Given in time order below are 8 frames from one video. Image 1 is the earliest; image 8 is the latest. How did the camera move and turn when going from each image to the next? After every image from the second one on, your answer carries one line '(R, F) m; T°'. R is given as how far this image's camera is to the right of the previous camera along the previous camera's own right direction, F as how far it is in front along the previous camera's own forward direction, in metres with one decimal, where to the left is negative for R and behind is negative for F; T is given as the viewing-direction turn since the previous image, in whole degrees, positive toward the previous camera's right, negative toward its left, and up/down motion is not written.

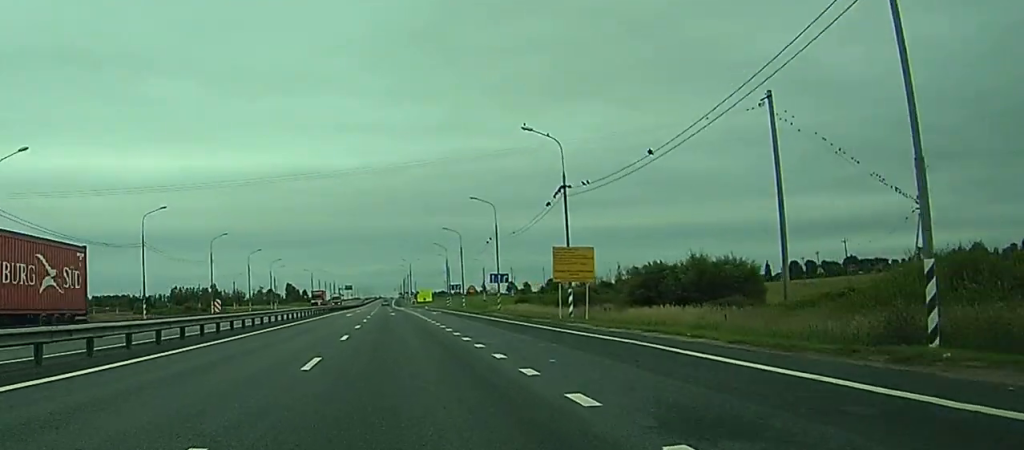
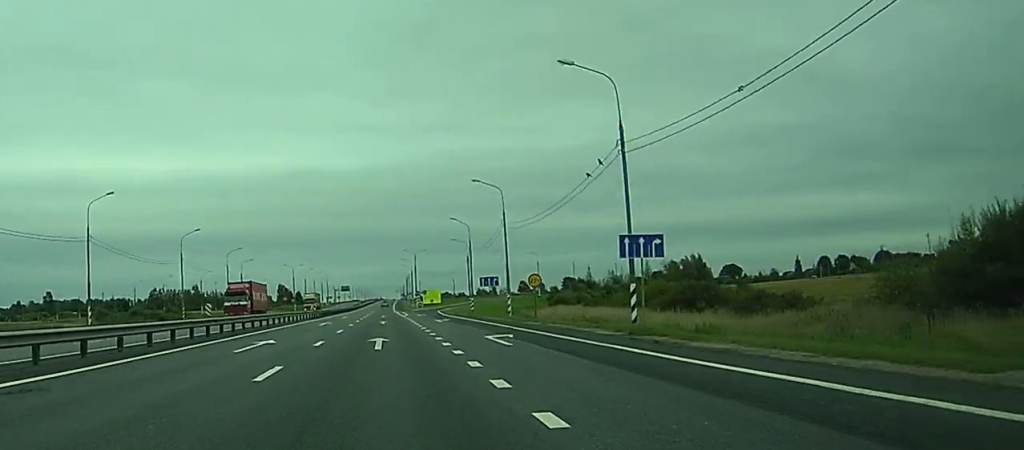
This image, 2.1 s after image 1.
(+0.6, +51.3) m; +1°
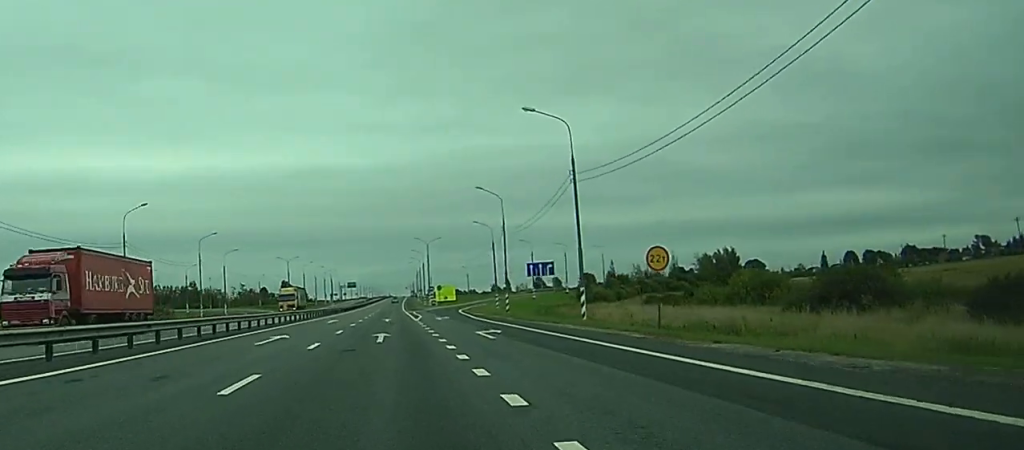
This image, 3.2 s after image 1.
(+0.1, +26.9) m; 0°
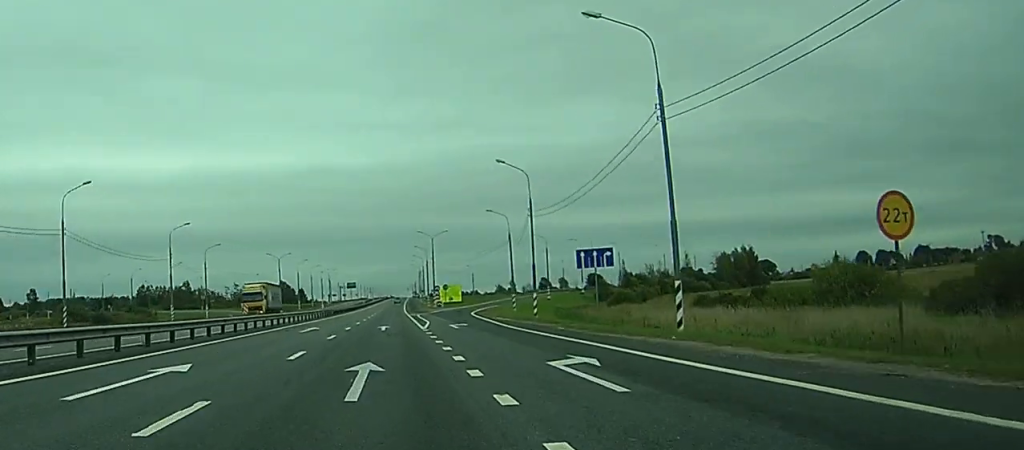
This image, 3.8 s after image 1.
(0.0, +16.2) m; 0°
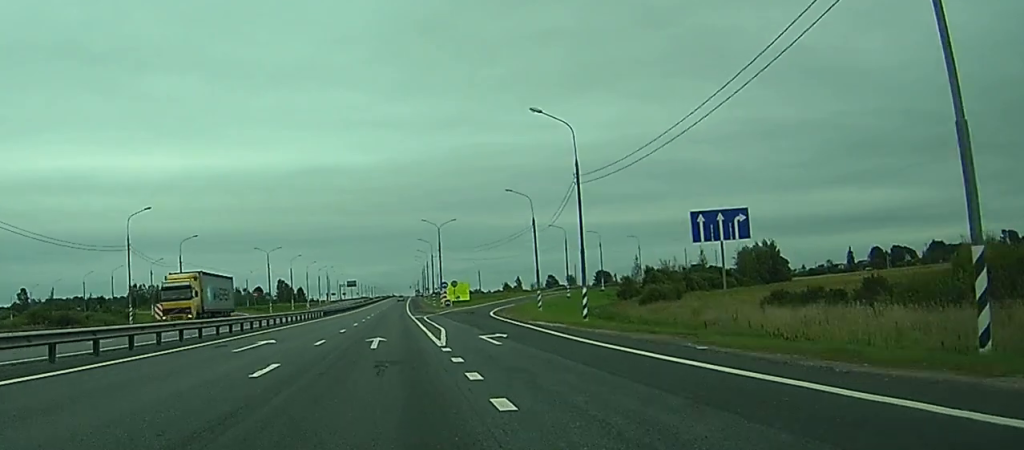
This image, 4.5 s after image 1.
(-0.2, +16.8) m; 0°
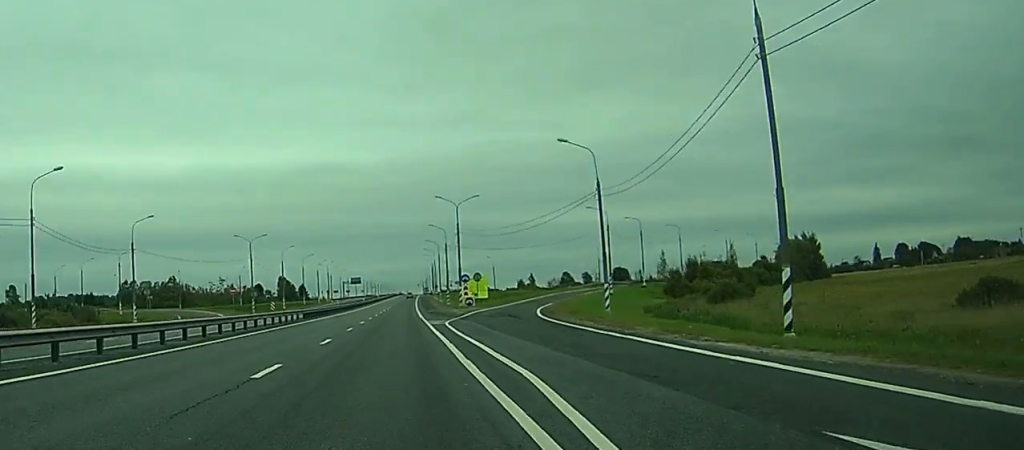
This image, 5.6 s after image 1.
(0.0, +24.7) m; 0°
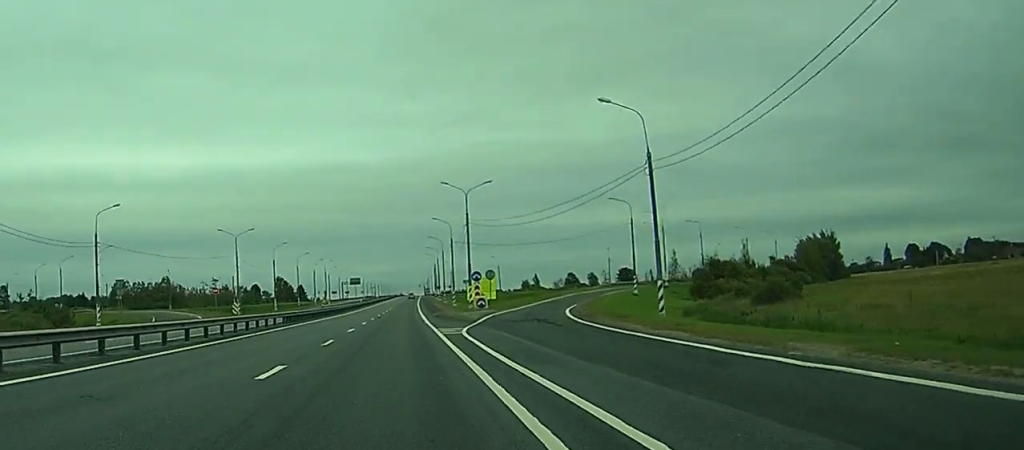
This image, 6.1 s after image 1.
(0.0, +11.9) m; 0°
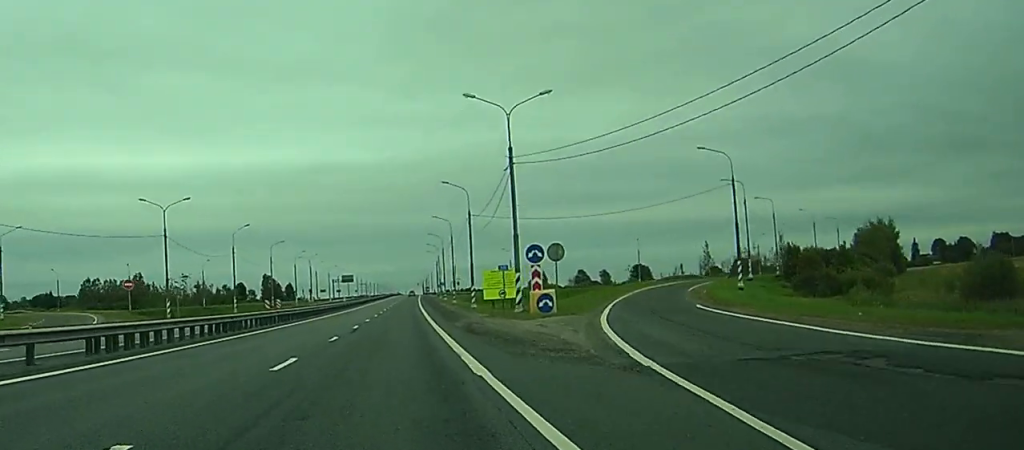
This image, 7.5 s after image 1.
(+0.5, +33.8) m; +1°
